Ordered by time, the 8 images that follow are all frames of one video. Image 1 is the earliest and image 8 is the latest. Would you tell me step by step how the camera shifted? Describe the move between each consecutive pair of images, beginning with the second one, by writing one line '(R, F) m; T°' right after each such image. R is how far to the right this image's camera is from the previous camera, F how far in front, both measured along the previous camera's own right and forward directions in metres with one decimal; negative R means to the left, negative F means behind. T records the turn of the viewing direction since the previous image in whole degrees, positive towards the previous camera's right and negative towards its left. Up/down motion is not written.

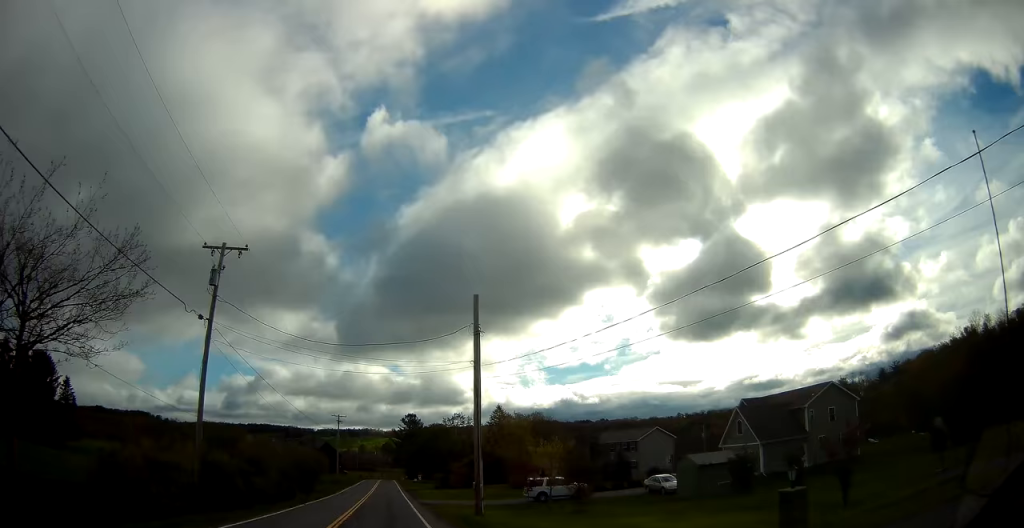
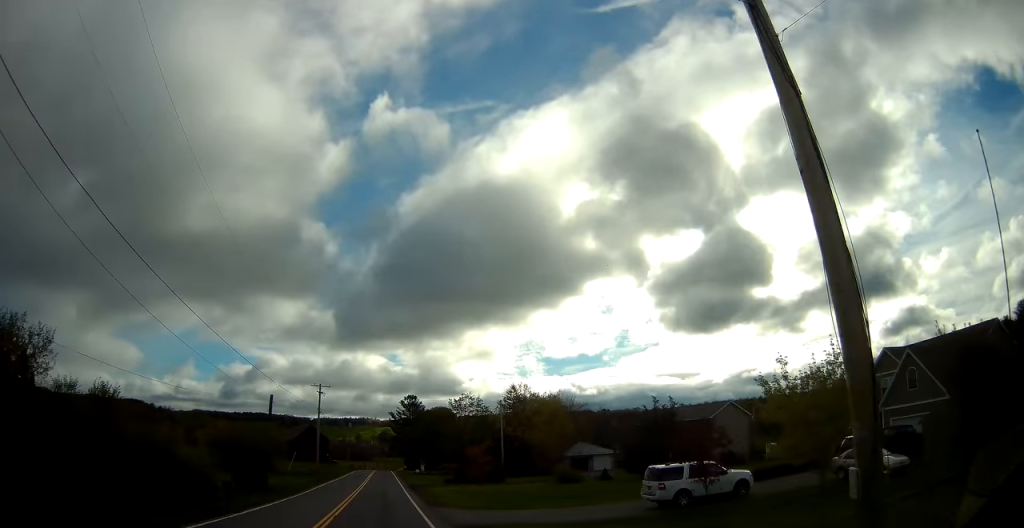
(0.0, +22.8) m; 0°
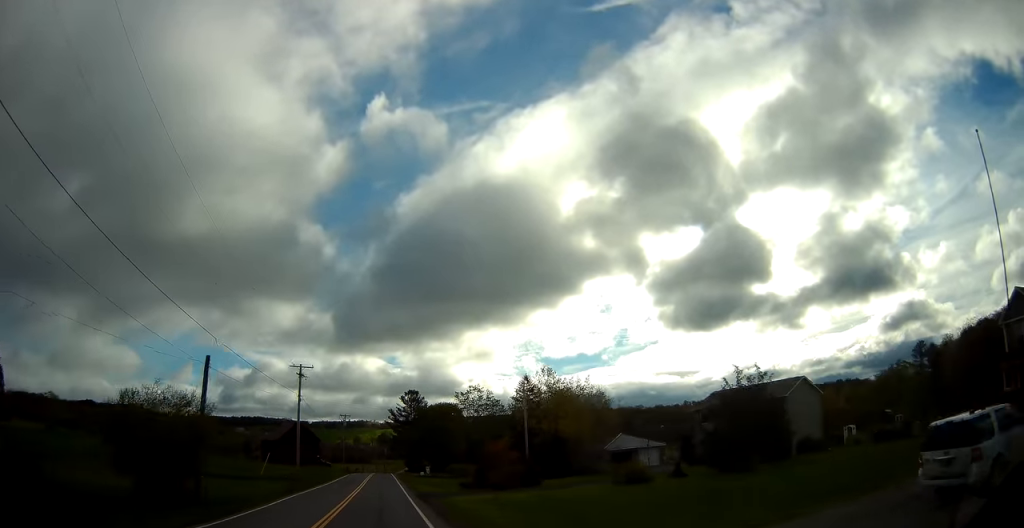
(0.0, +15.2) m; 0°
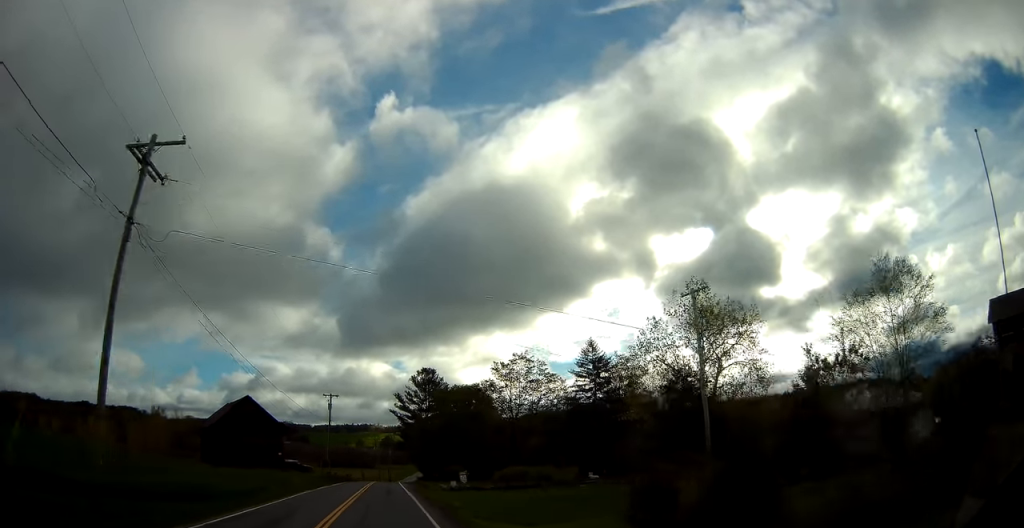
(0.0, +39.7) m; 0°
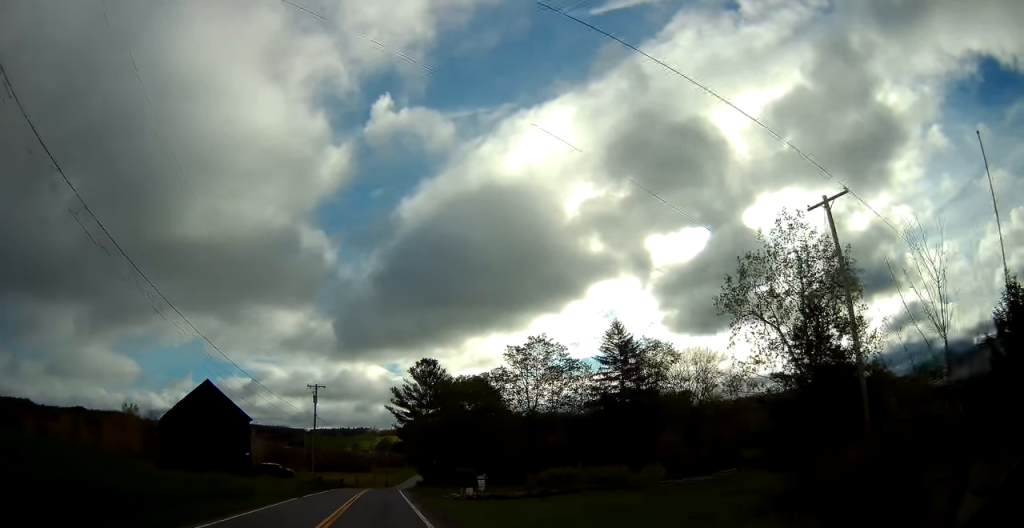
(+0.1, +12.7) m; 0°
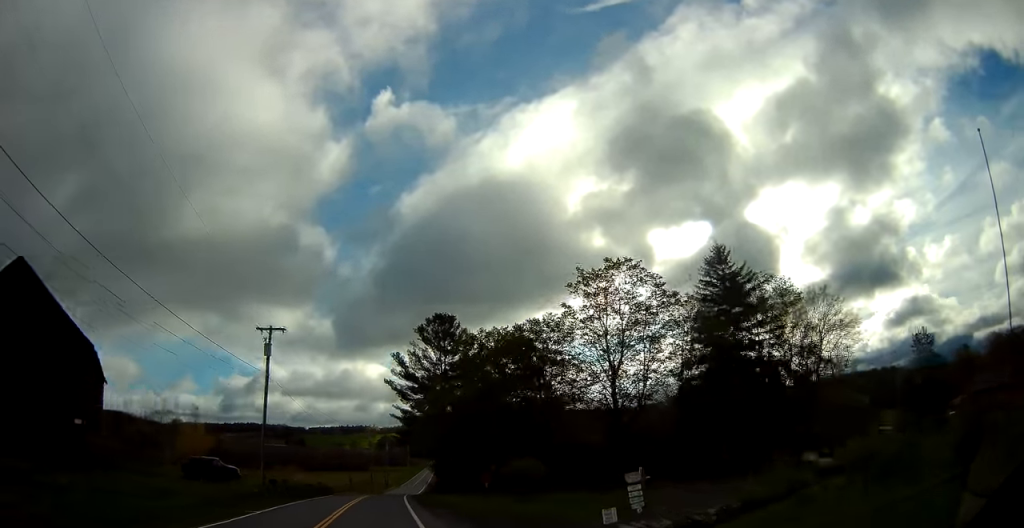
(0.0, +27.9) m; 0°
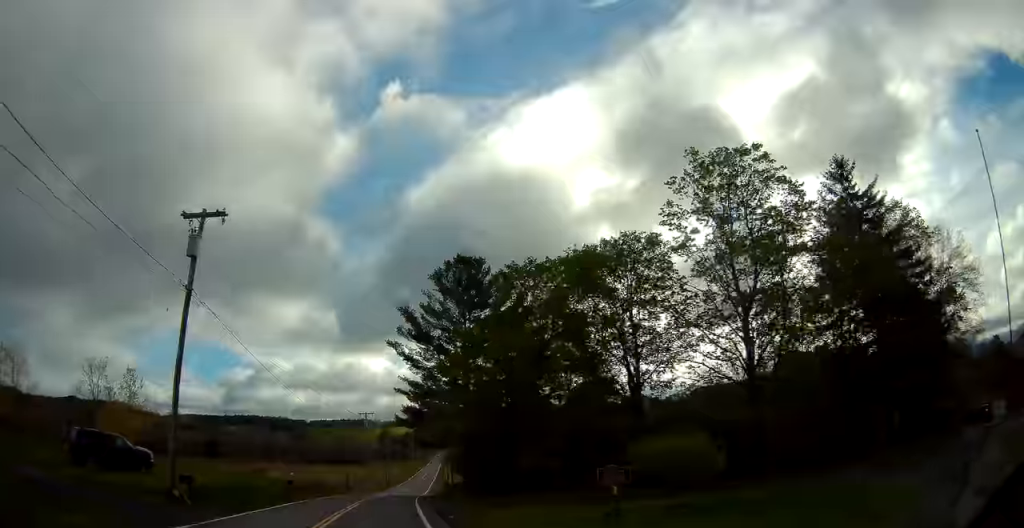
(-0.1, +18.6) m; 0°
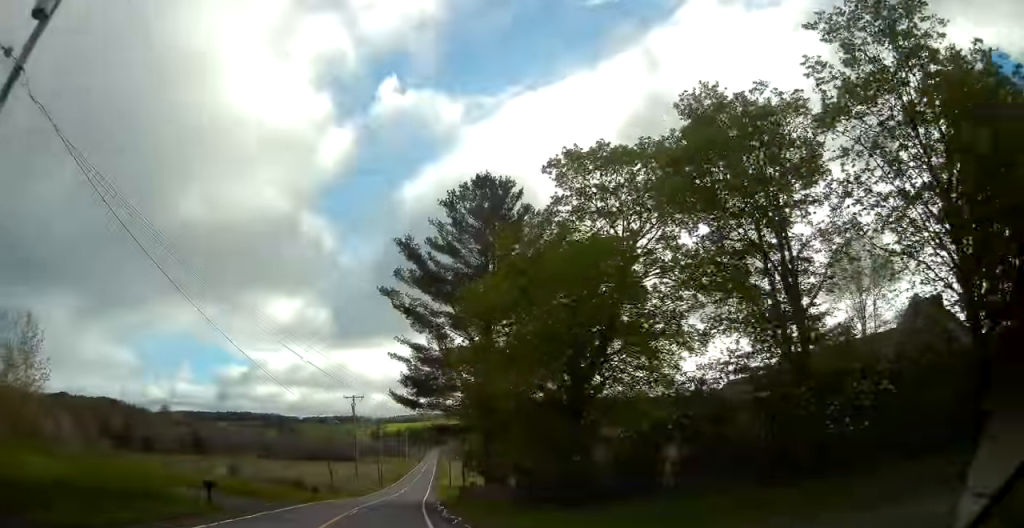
(0.0, +15.2) m; 0°
